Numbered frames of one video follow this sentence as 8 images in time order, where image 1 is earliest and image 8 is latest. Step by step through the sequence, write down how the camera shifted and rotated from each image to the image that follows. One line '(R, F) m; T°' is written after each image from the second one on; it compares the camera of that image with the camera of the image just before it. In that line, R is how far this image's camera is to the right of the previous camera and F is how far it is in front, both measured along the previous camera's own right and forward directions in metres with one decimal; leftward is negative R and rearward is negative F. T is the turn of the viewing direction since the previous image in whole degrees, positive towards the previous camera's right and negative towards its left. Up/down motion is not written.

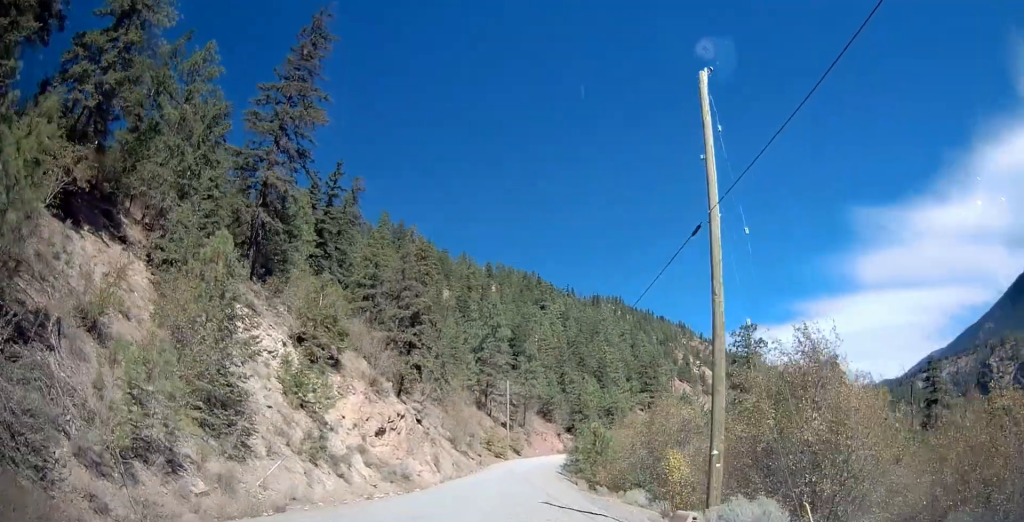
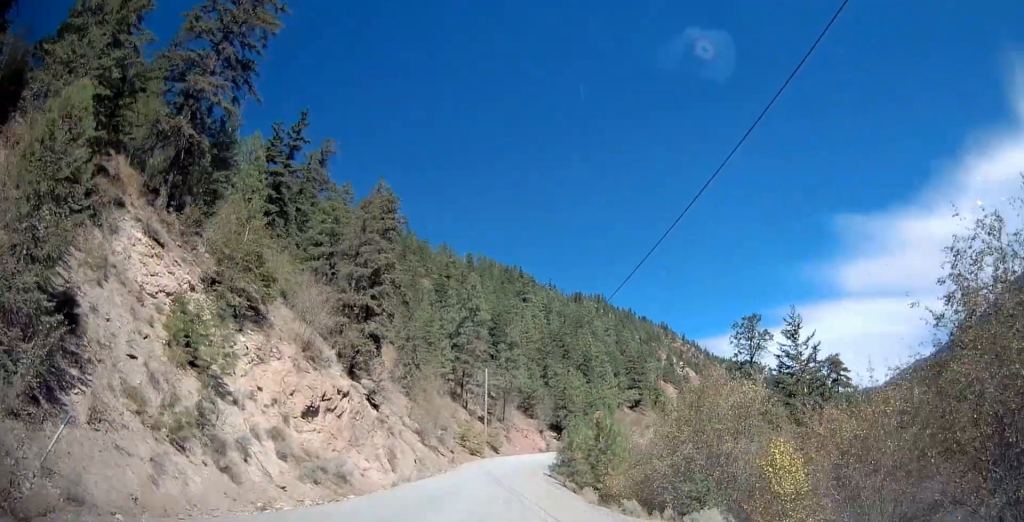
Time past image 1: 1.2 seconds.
(+0.1, +10.6) m; +1°
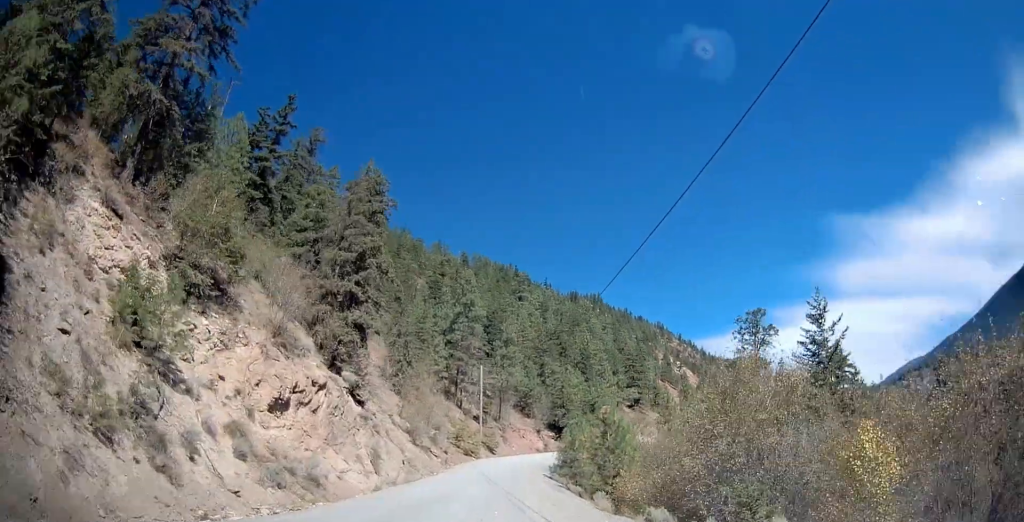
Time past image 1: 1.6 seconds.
(0.0, +3.6) m; 0°
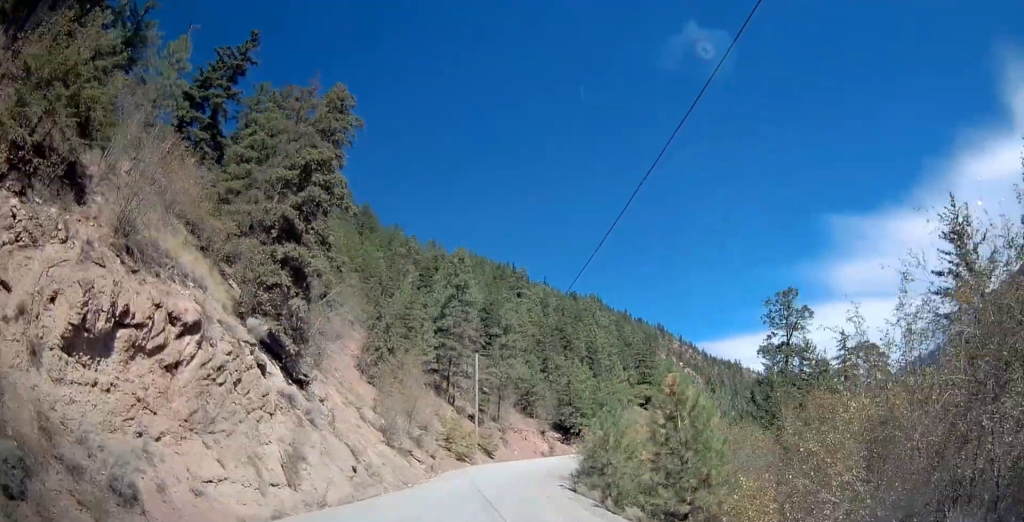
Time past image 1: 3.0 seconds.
(+0.2, +12.6) m; +1°
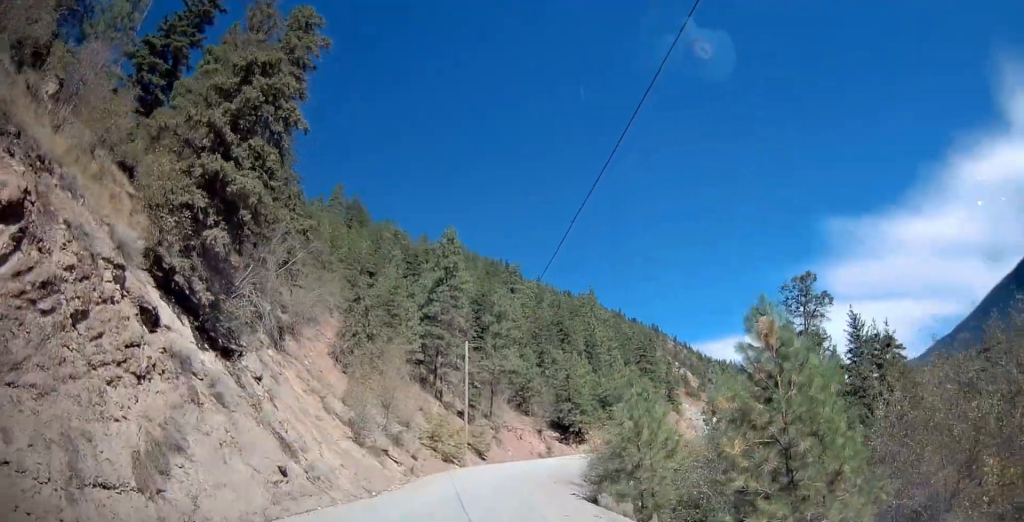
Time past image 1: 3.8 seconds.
(-0.1, +7.9) m; 0°
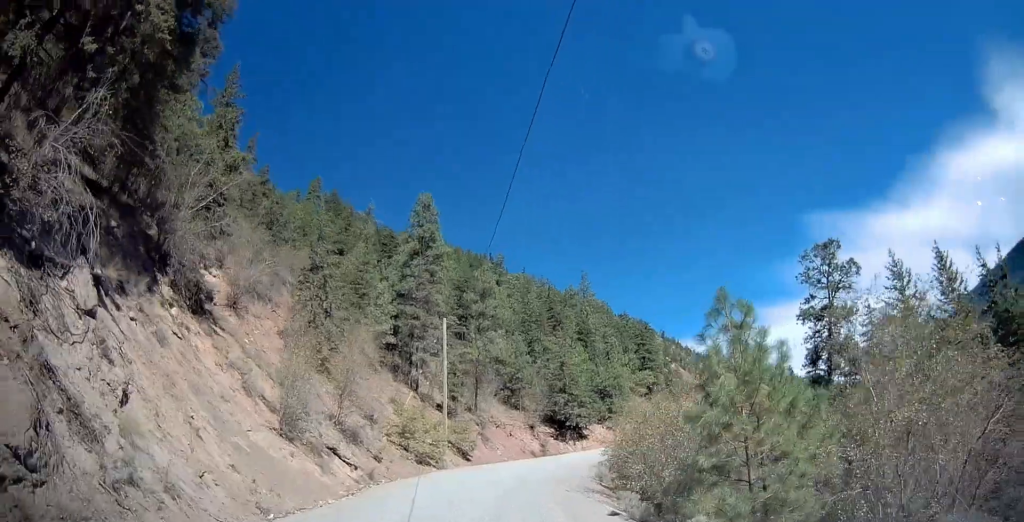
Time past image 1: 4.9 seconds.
(+0.1, +11.0) m; +4°
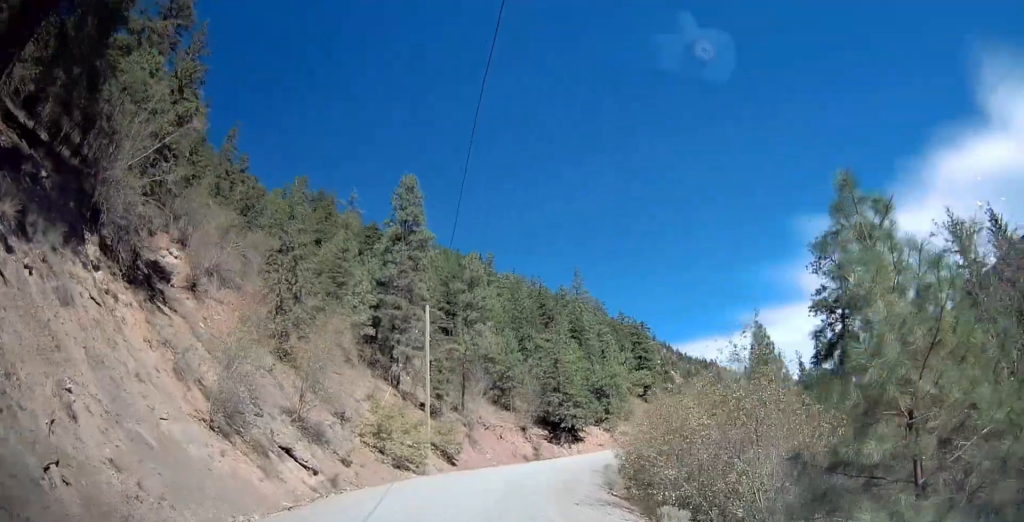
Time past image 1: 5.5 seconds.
(+0.2, +5.8) m; +1°
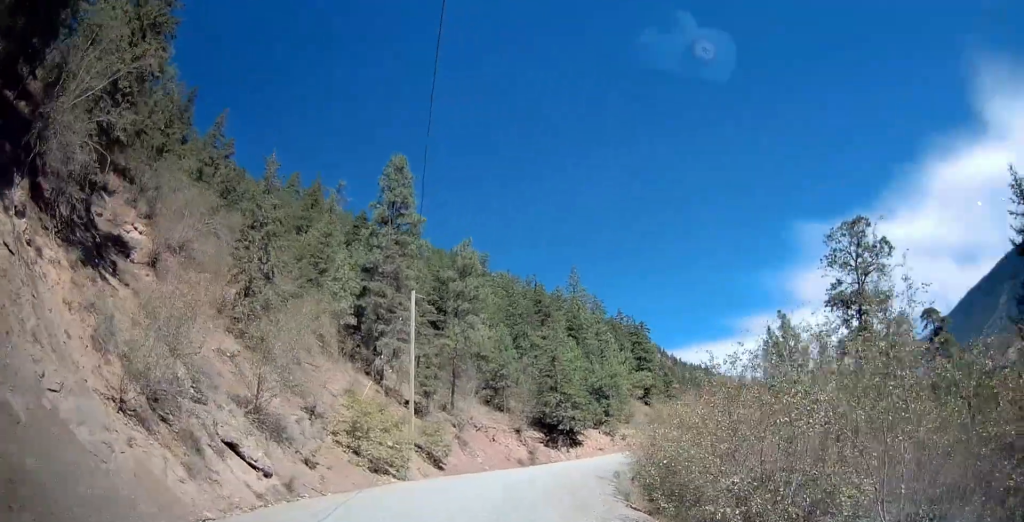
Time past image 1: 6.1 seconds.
(+0.4, +5.2) m; 0°
